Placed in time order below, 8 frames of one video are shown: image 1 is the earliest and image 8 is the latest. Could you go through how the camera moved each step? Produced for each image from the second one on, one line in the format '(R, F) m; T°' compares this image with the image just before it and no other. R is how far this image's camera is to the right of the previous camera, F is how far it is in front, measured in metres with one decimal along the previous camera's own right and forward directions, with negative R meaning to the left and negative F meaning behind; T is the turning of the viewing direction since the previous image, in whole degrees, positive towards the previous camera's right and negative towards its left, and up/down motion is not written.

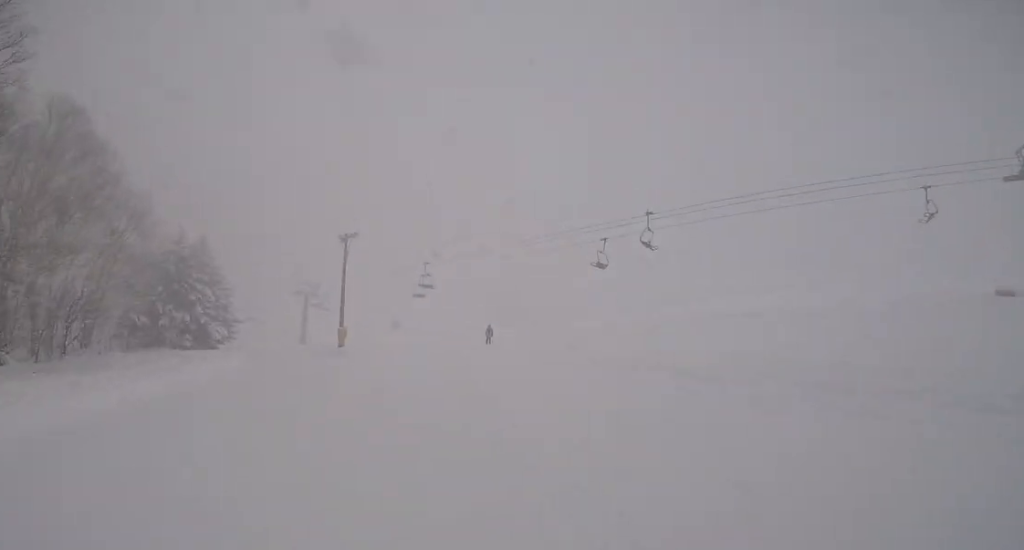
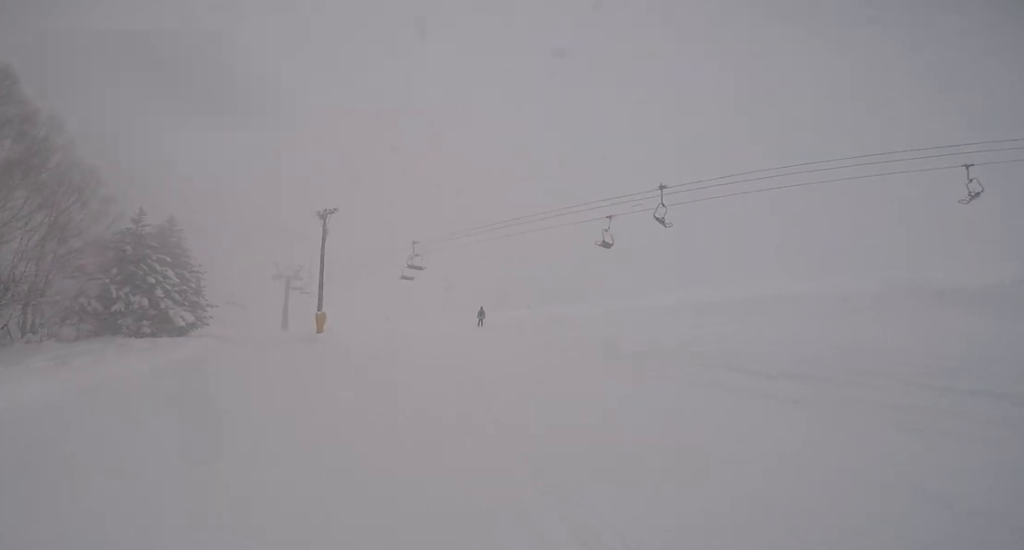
(+0.5, +3.7) m; +4°
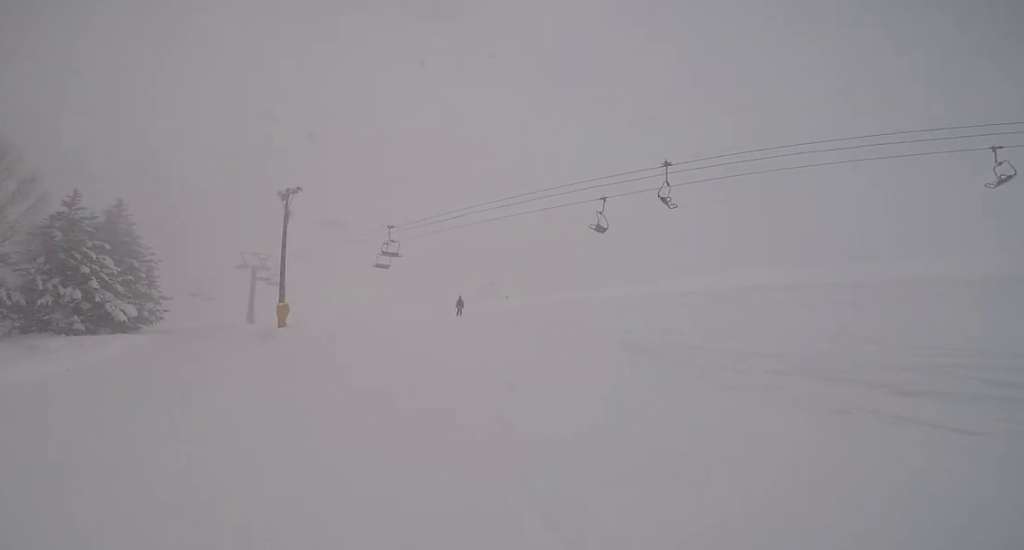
(+0.3, +4.0) m; +5°
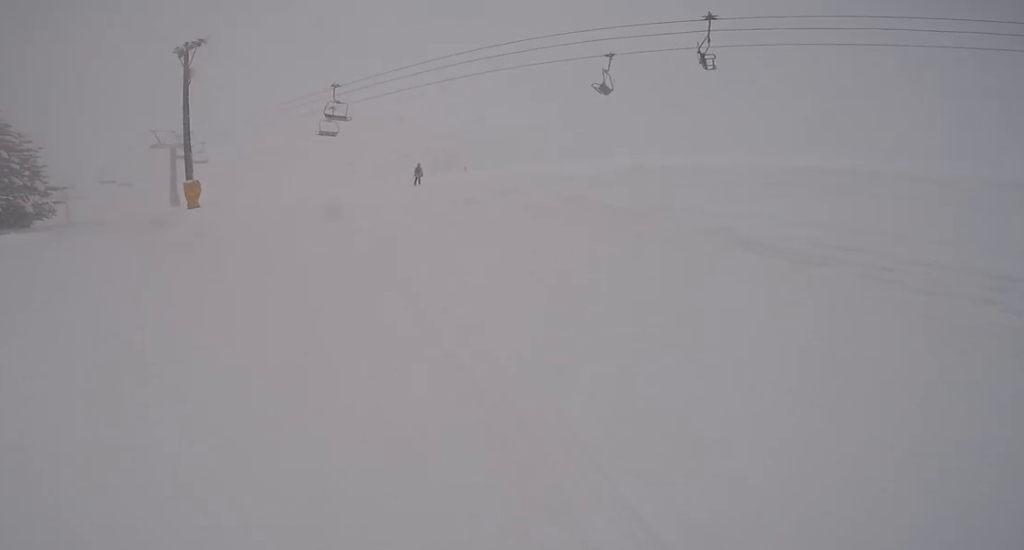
(0.0, +6.3) m; -9°
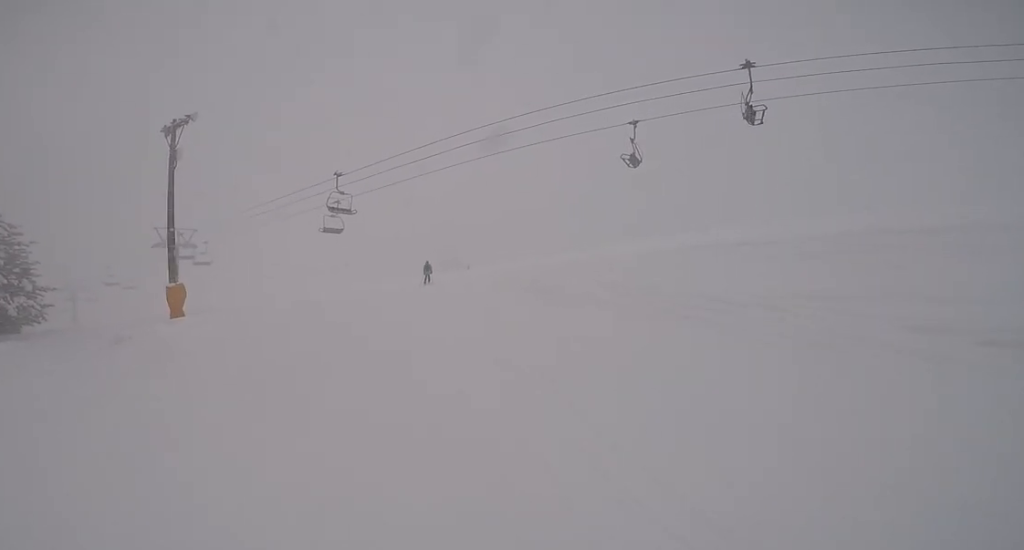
(-0.6, +3.7) m; -4°
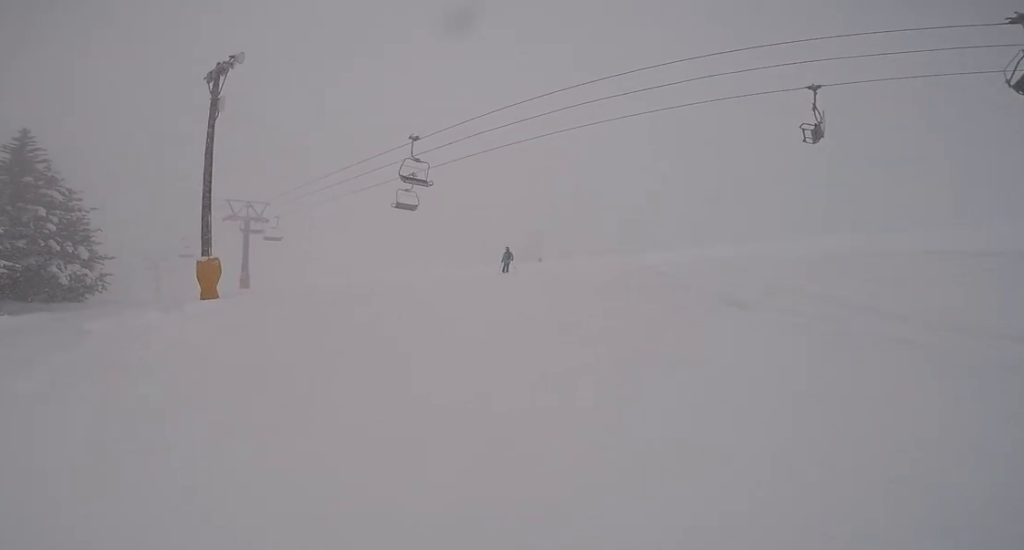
(-0.2, +4.8) m; -2°
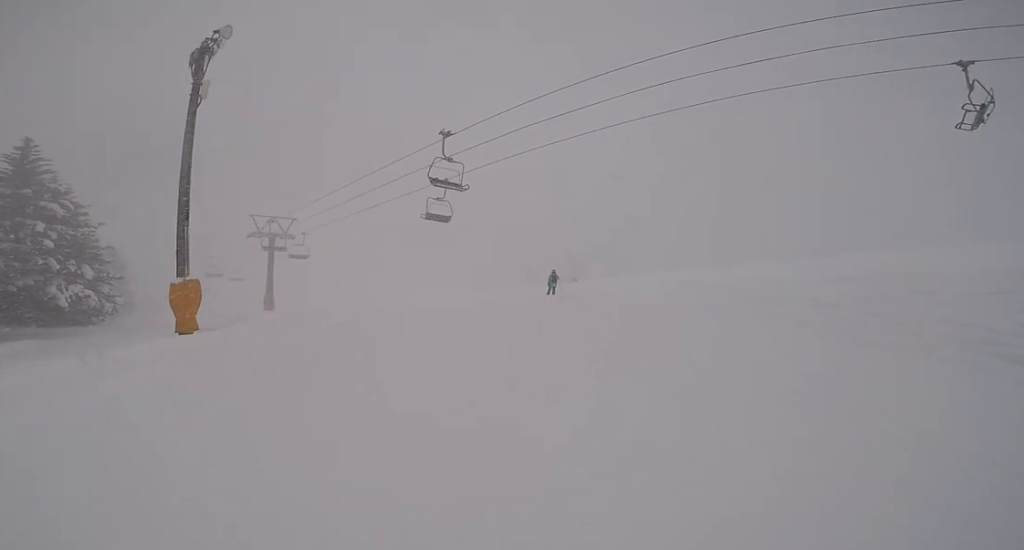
(+0.1, +4.0) m; 0°
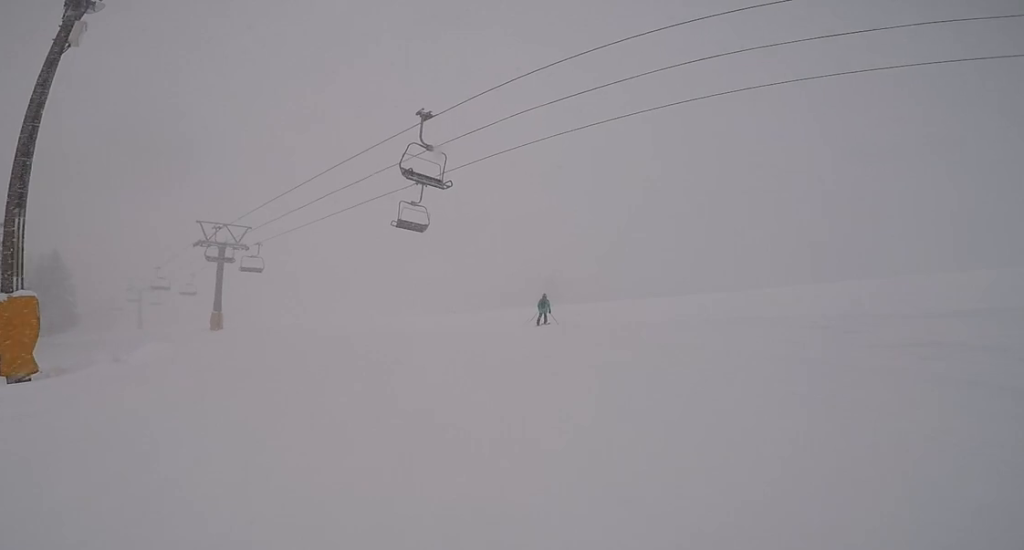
(-0.2, +4.7) m; -2°
